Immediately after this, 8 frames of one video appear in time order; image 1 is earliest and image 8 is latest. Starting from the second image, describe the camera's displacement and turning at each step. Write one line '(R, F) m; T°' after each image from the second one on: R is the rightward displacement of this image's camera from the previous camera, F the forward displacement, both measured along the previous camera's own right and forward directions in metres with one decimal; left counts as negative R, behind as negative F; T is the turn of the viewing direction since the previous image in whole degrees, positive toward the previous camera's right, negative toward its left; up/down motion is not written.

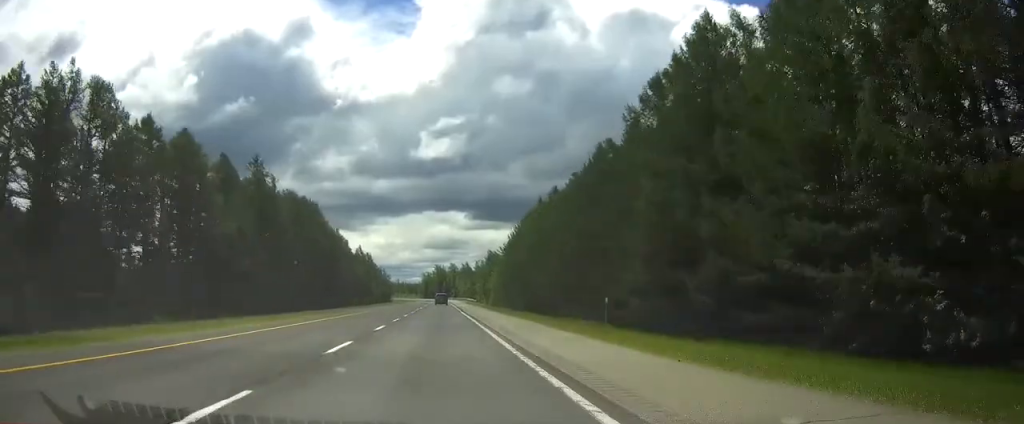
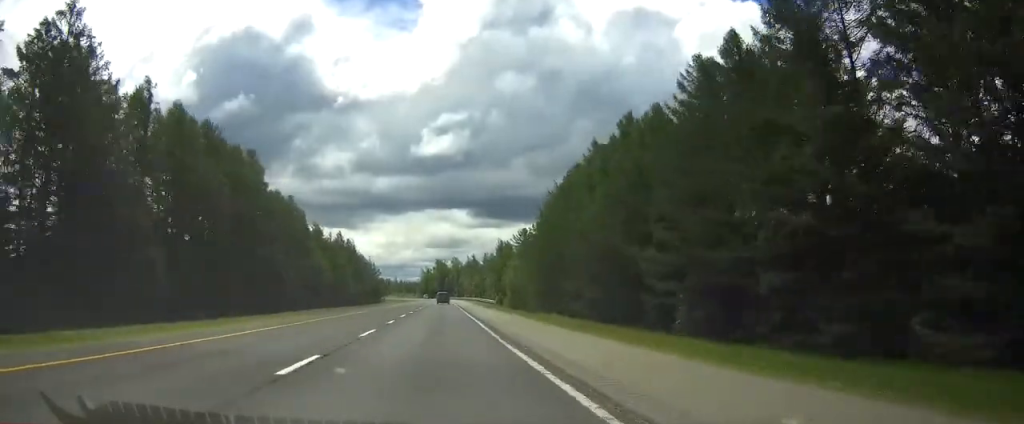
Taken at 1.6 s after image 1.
(-0.1, +49.1) m; 0°
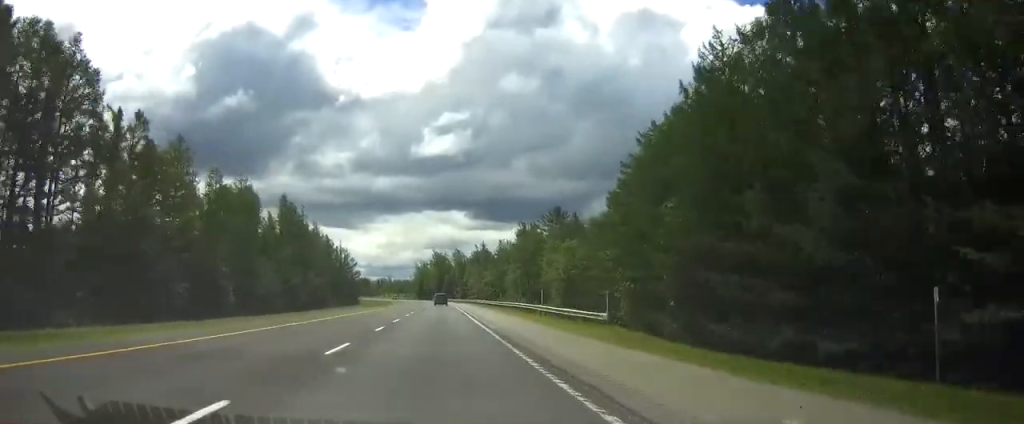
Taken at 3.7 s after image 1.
(-0.1, +68.0) m; 0°
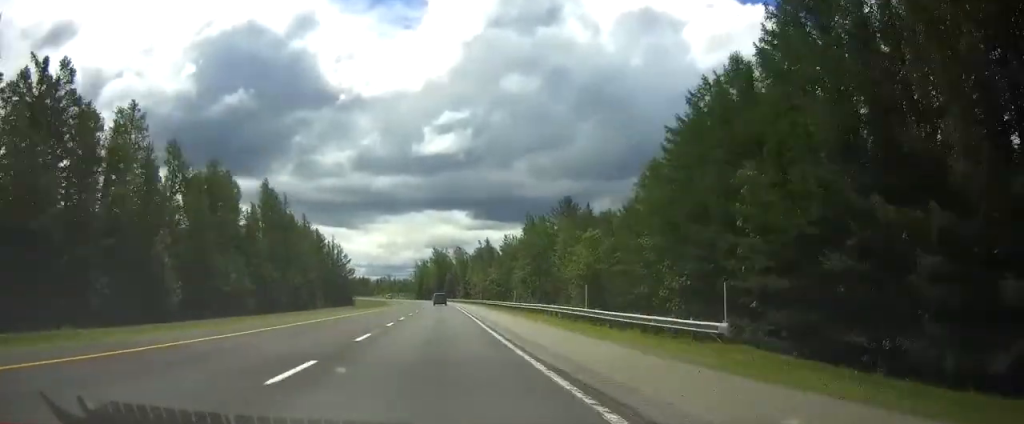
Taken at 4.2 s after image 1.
(0.0, +13.6) m; 0°
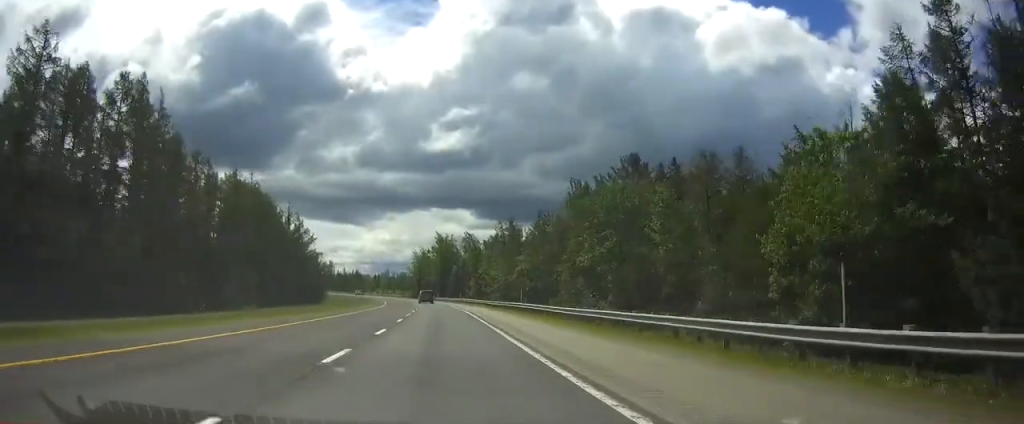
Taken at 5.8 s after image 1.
(-0.1, +51.1) m; -1°
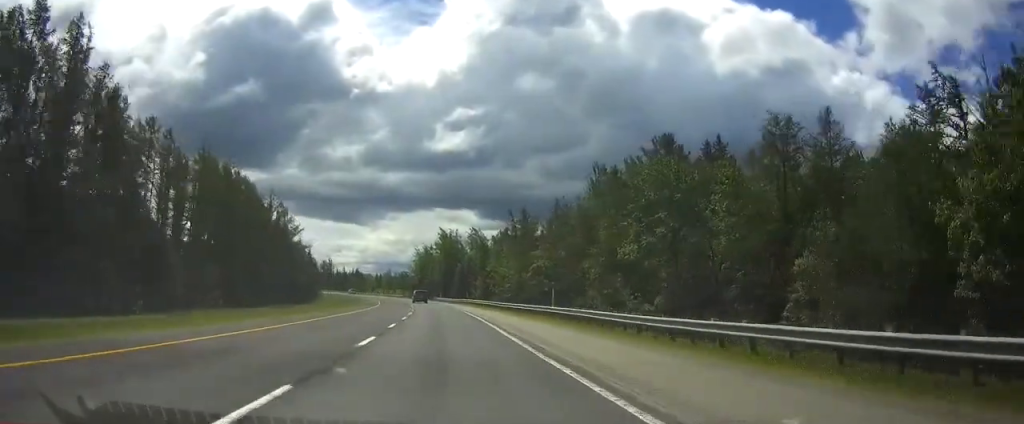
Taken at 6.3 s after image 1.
(0.0, +14.5) m; 0°
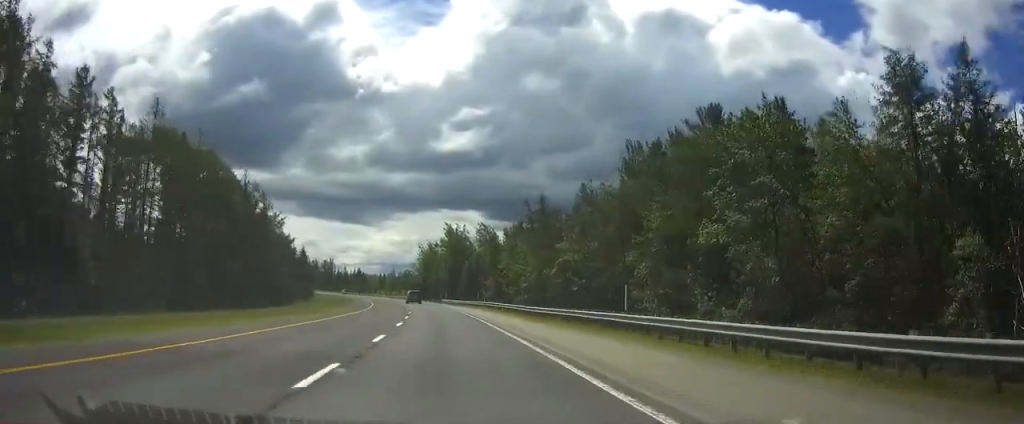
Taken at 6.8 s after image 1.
(-0.1, +15.6) m; -1°
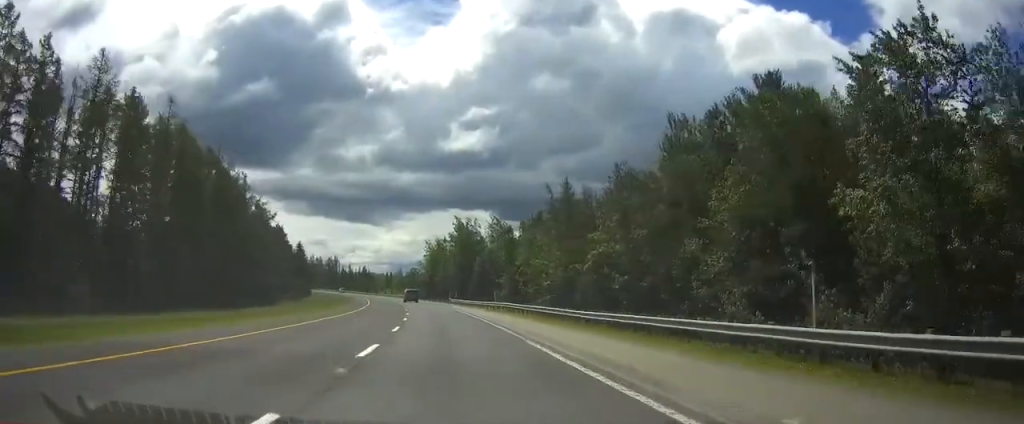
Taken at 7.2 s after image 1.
(+0.1, +13.5) m; 0°
